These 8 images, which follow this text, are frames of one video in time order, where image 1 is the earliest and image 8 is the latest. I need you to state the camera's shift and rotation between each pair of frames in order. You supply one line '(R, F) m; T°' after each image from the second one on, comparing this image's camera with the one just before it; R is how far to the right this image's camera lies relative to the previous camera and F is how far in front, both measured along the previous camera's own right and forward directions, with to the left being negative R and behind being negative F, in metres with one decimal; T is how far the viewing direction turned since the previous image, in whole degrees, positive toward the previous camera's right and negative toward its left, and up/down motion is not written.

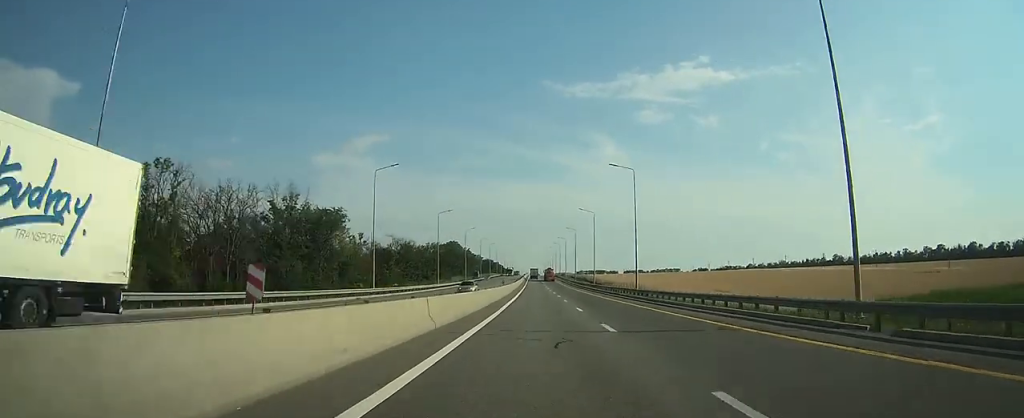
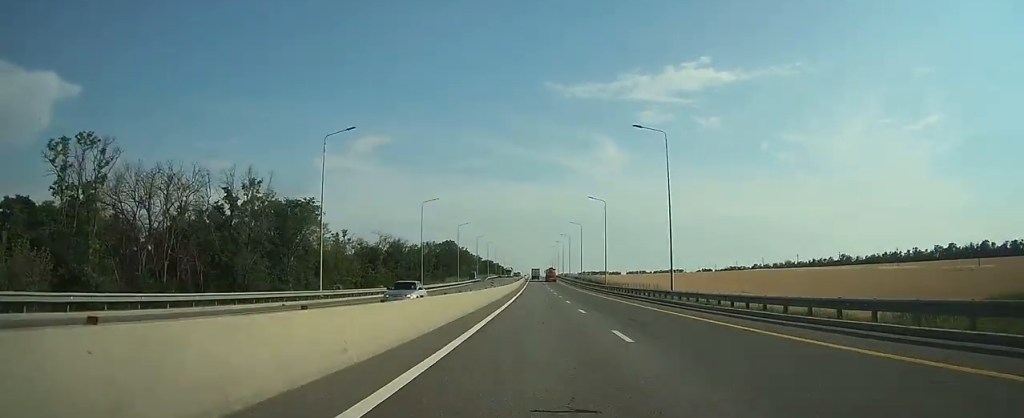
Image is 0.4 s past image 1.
(0.0, +14.9) m; 0°
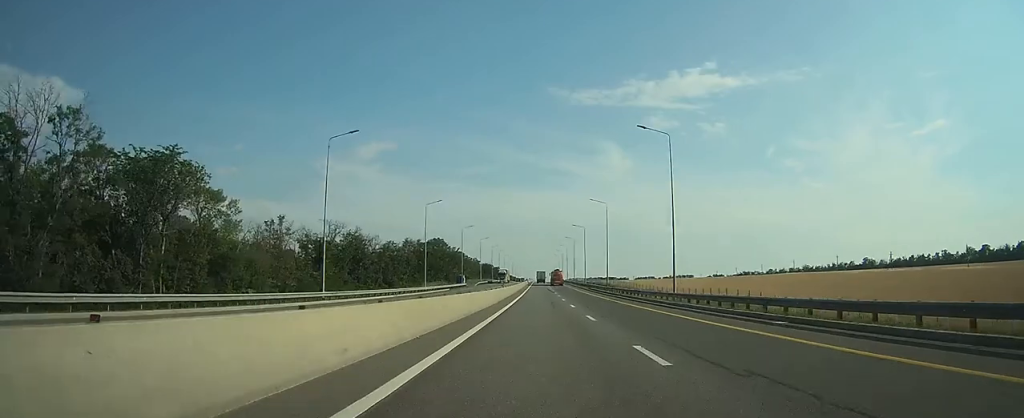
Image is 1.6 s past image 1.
(-0.2, +40.0) m; -1°
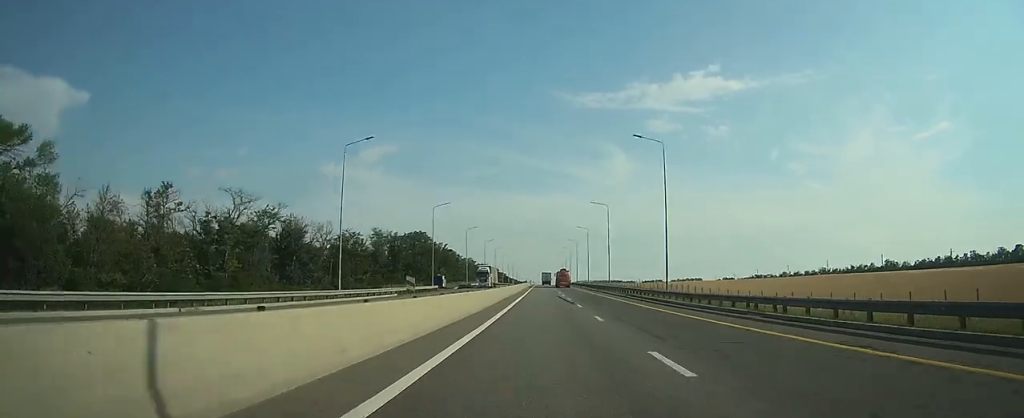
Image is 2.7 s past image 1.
(-0.2, +37.5) m; -1°
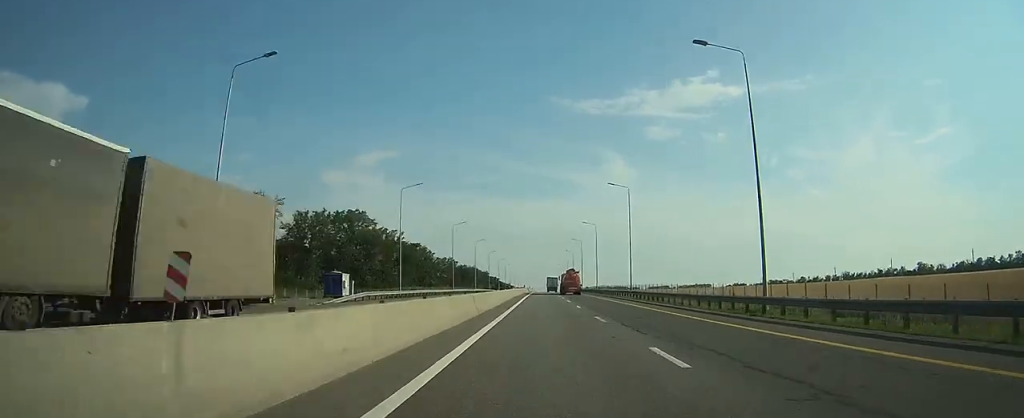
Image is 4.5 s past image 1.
(-0.1, +59.7) m; +1°
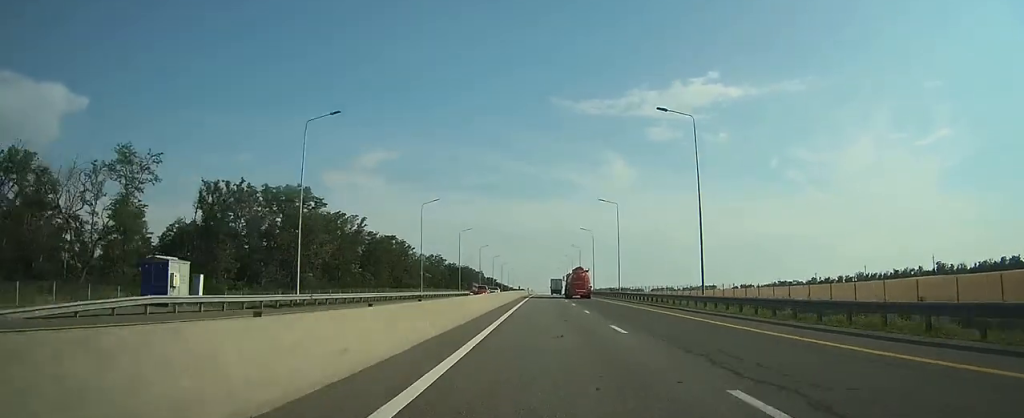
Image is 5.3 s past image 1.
(+0.4, +29.1) m; 0°
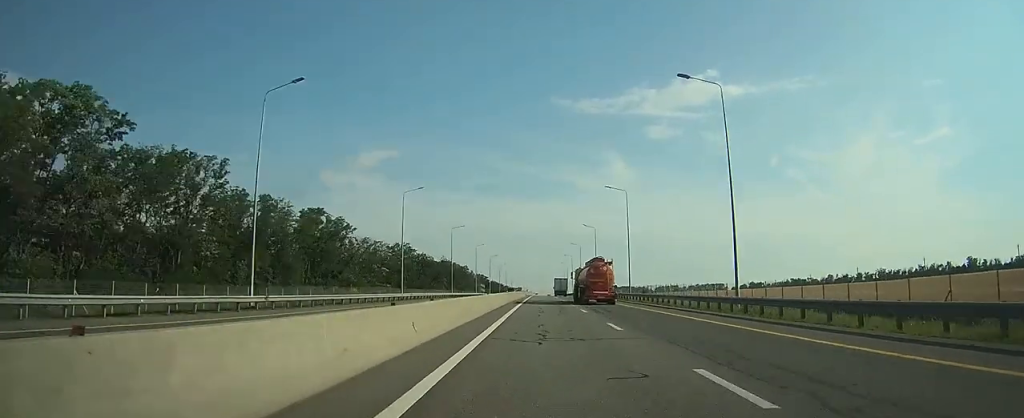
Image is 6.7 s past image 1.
(-0.4, +47.0) m; 0°
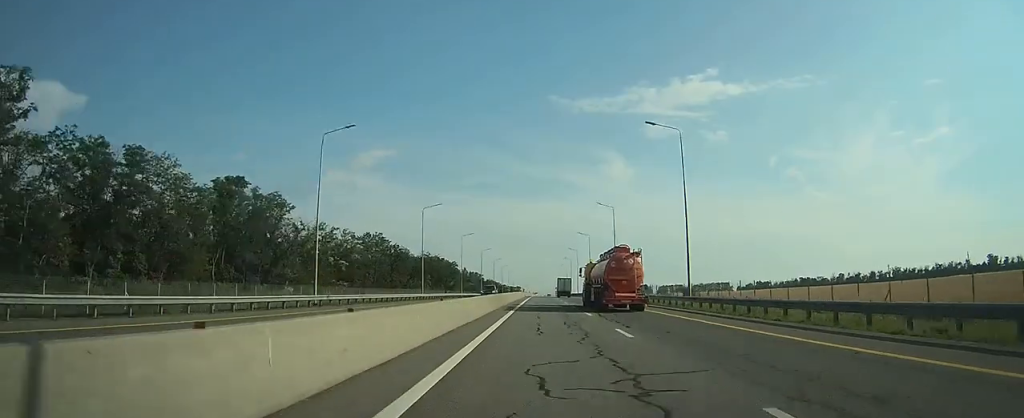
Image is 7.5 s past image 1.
(+0.2, +27.0) m; +1°
